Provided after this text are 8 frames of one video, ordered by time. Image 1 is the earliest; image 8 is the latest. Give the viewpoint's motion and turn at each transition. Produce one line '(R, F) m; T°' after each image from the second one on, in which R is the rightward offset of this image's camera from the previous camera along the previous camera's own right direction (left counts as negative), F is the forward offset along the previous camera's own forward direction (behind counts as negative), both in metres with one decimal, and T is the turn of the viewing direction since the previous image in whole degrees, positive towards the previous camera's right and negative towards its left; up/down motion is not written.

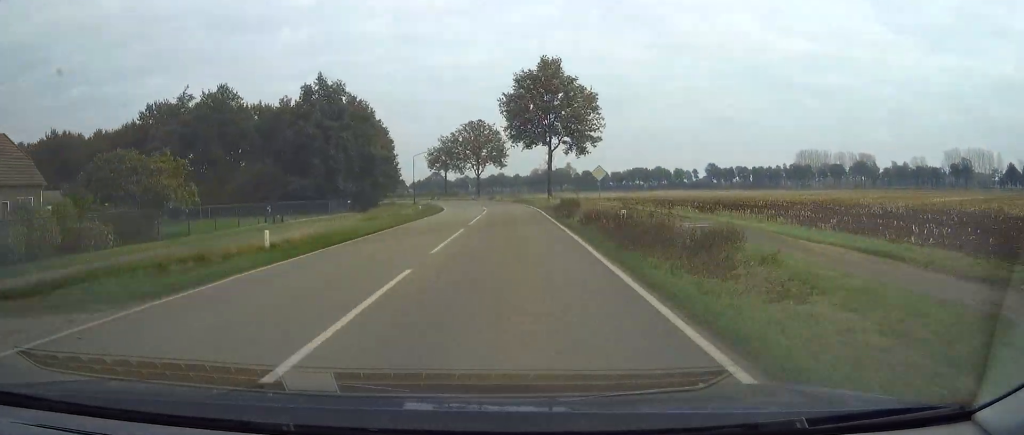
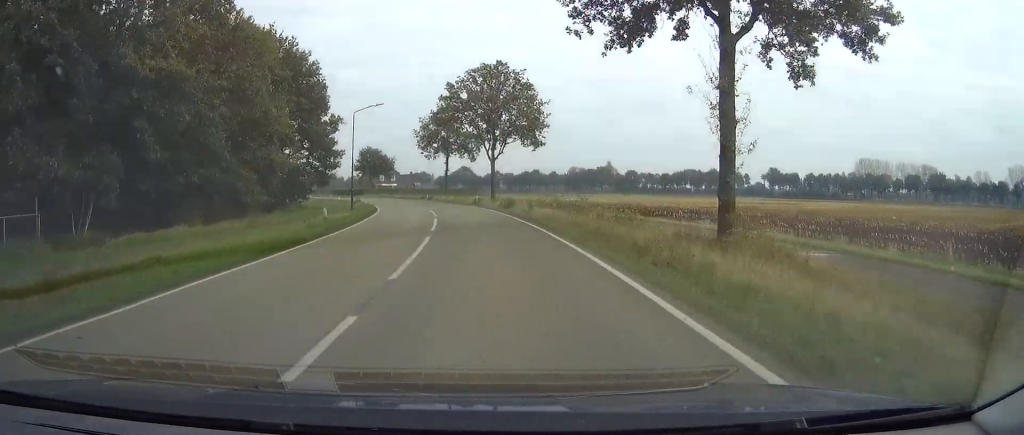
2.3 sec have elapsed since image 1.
(-0.3, +51.6) m; -2°
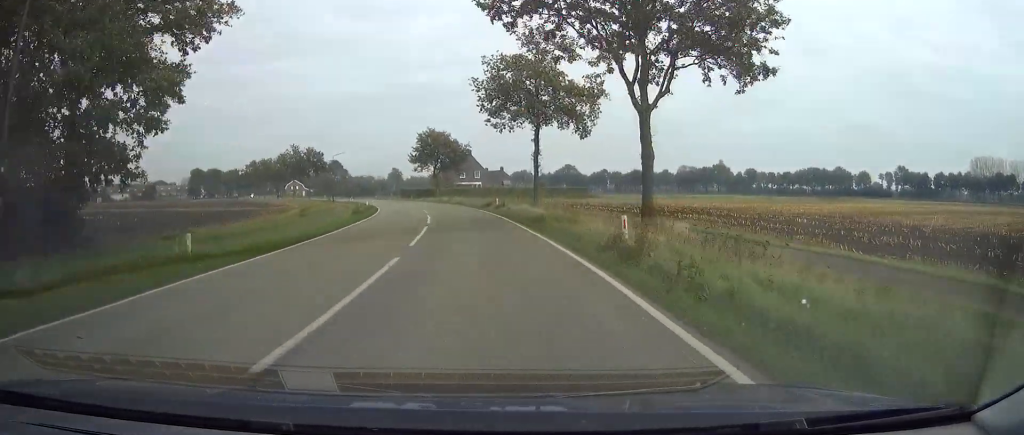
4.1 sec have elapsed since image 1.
(-0.7, +40.7) m; -5°
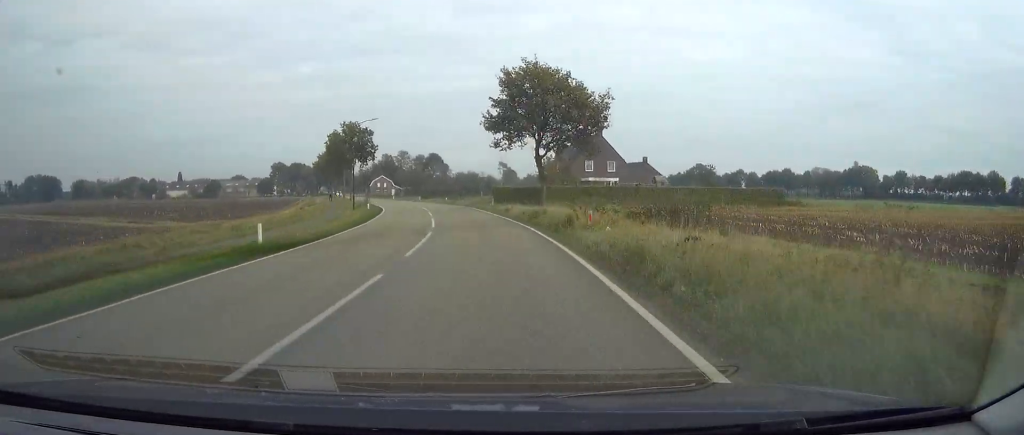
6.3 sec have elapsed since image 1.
(-4.4, +49.1) m; -13°
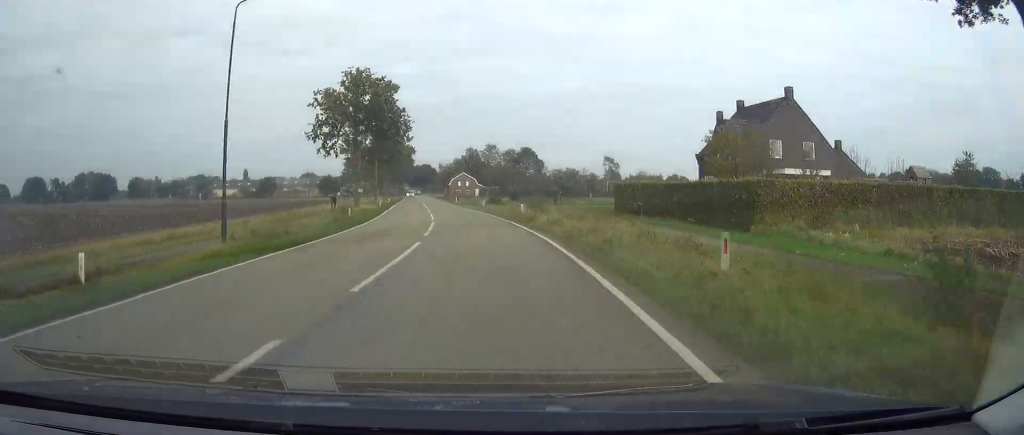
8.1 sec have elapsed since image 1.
(-5.3, +40.3) m; -8°
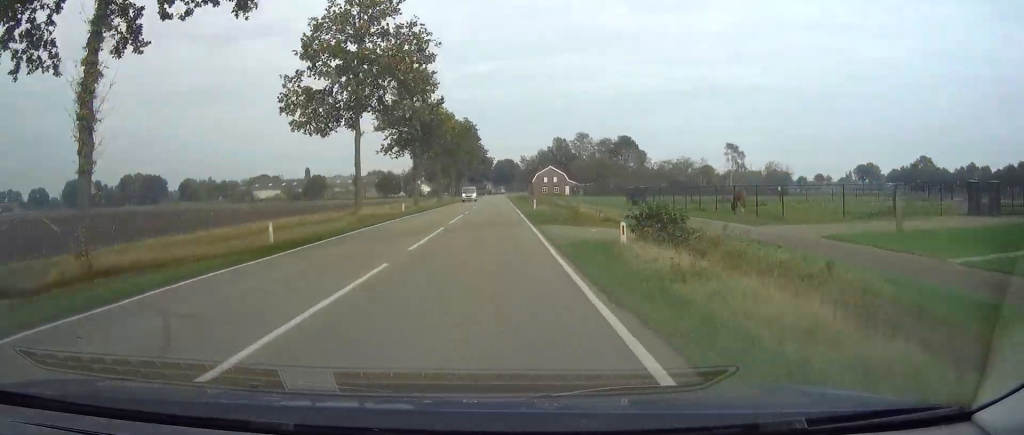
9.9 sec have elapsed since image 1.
(-0.1, +41.1) m; -5°
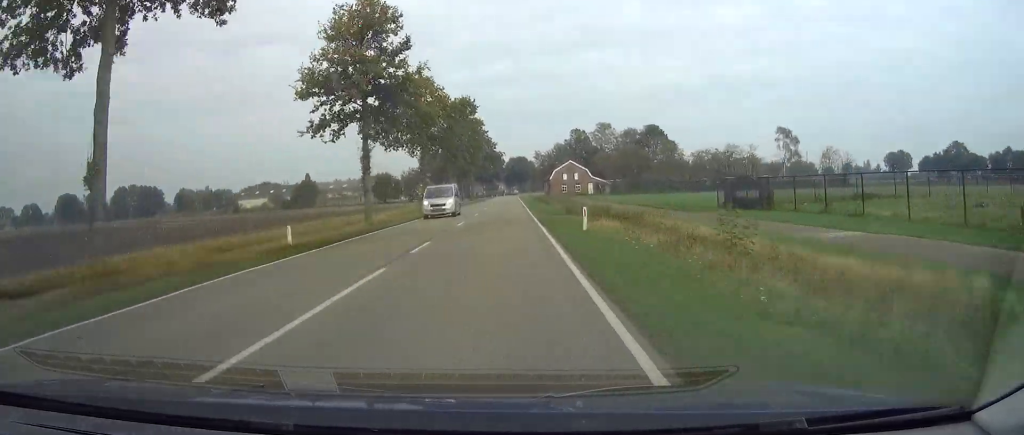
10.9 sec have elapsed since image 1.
(-1.5, +24.6) m; -3°
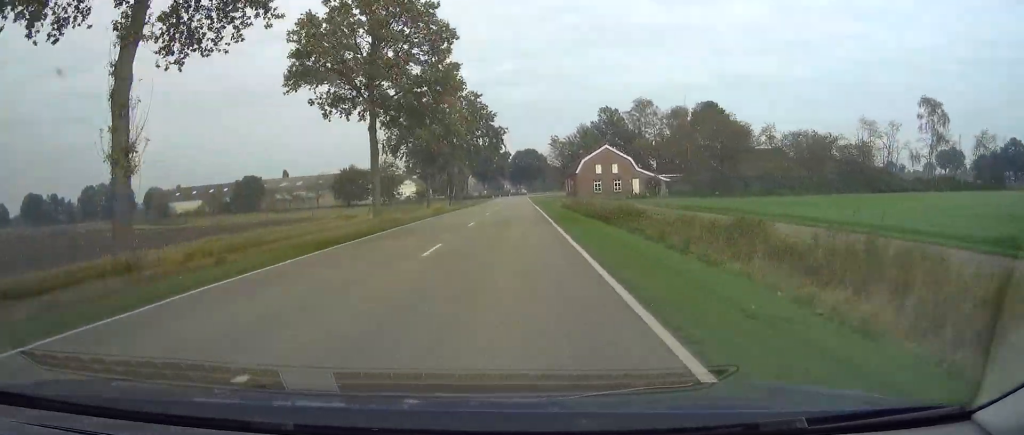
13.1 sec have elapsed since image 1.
(-2.6, +49.5) m; -3°
